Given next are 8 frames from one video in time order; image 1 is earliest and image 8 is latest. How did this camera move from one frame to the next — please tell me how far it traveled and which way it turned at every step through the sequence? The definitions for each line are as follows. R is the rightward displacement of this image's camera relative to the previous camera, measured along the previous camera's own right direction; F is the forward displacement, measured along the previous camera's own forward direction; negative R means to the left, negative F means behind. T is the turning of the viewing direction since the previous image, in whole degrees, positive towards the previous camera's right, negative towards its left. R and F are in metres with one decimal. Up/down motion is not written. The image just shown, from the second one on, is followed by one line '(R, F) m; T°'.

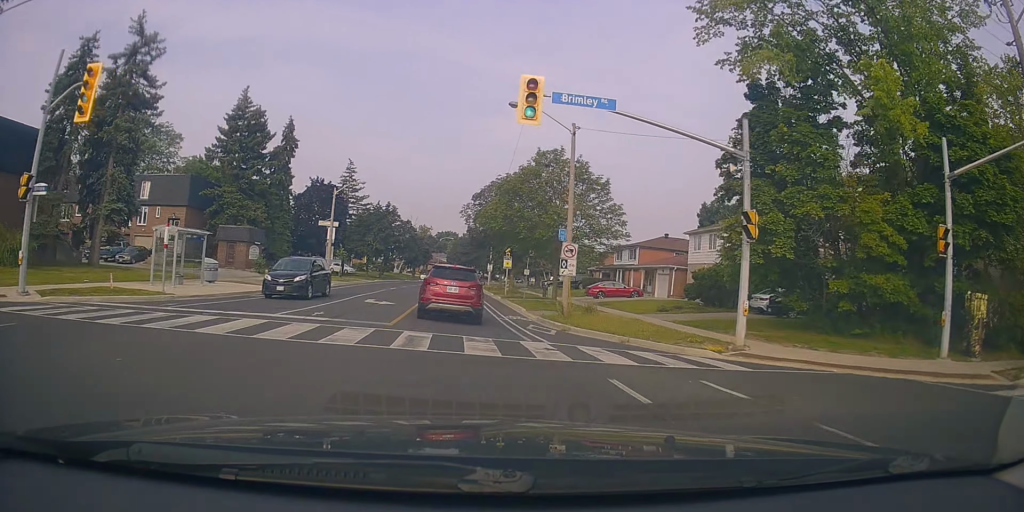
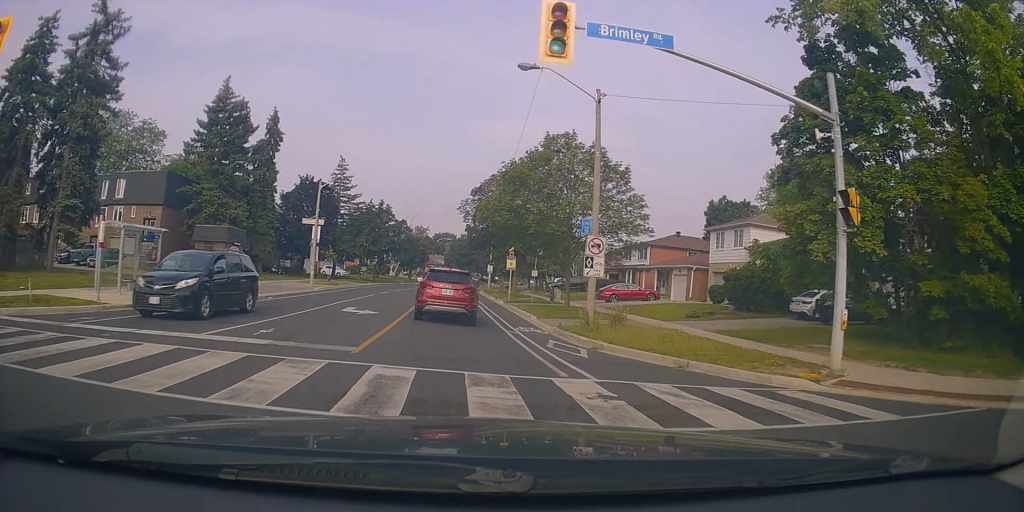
(+0.2, +4.3) m; 0°
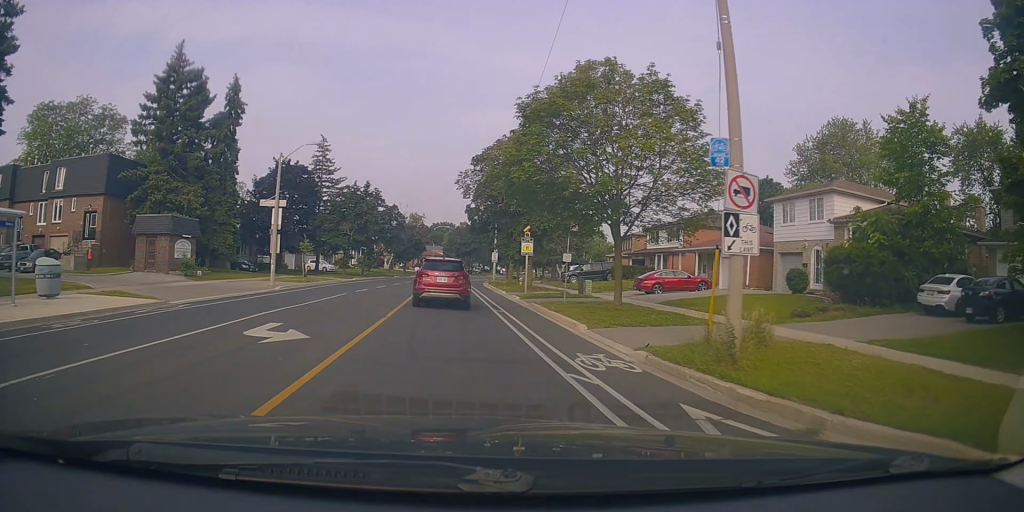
(-0.1, +9.0) m; -1°
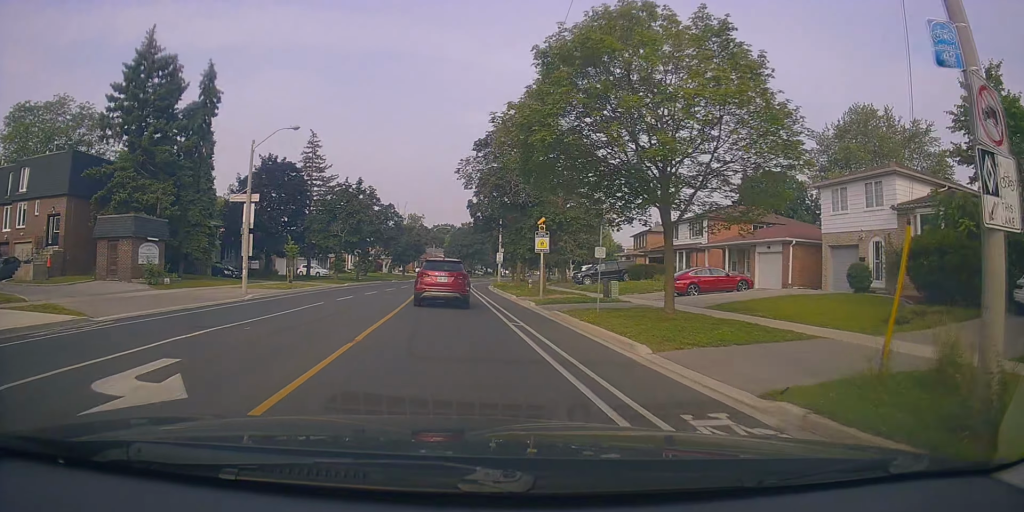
(-0.2, +4.7) m; -1°
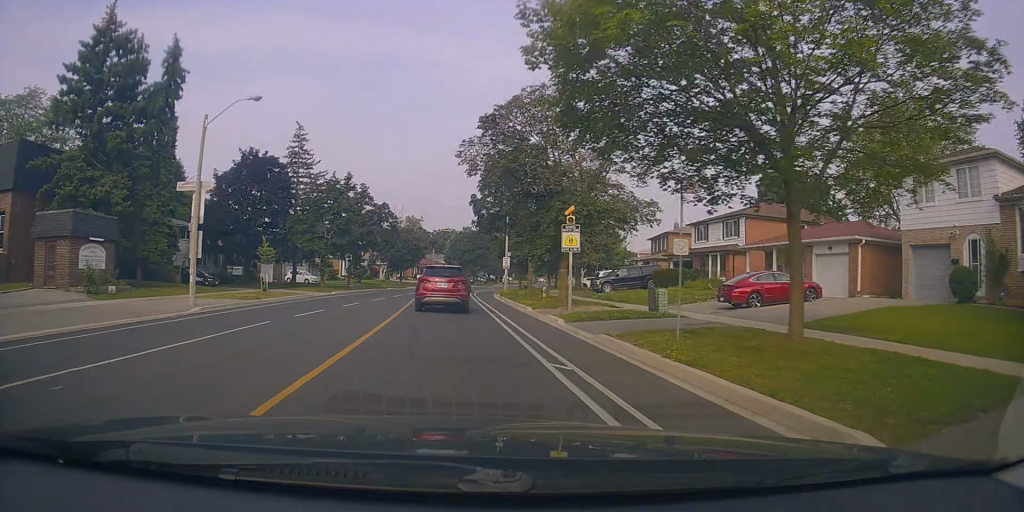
(+0.1, +6.1) m; +1°
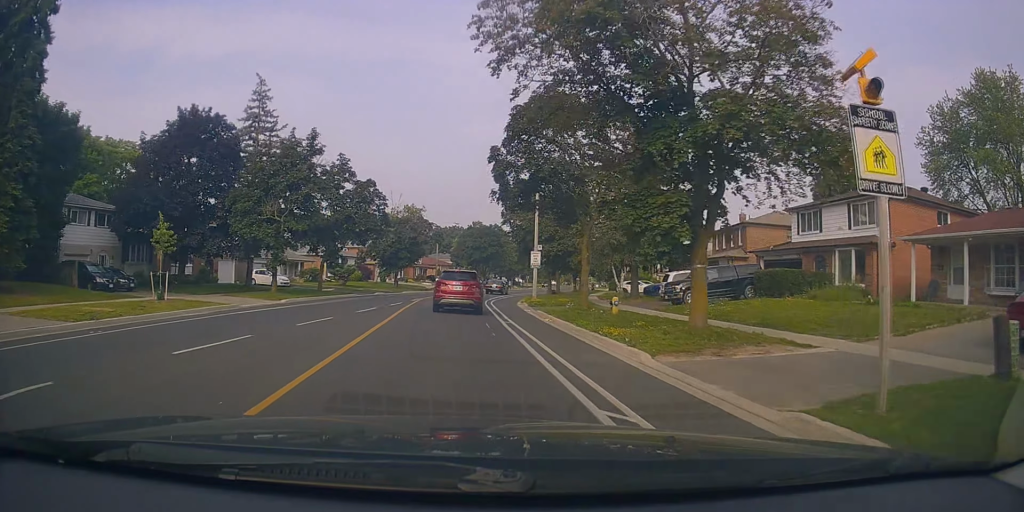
(+0.2, +14.5) m; -1°
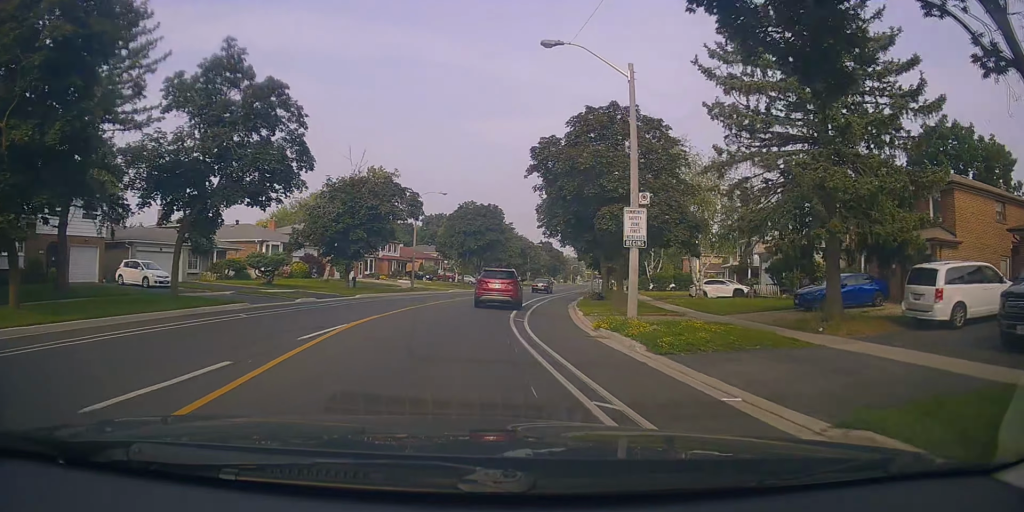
(-0.4, +21.4) m; +1°
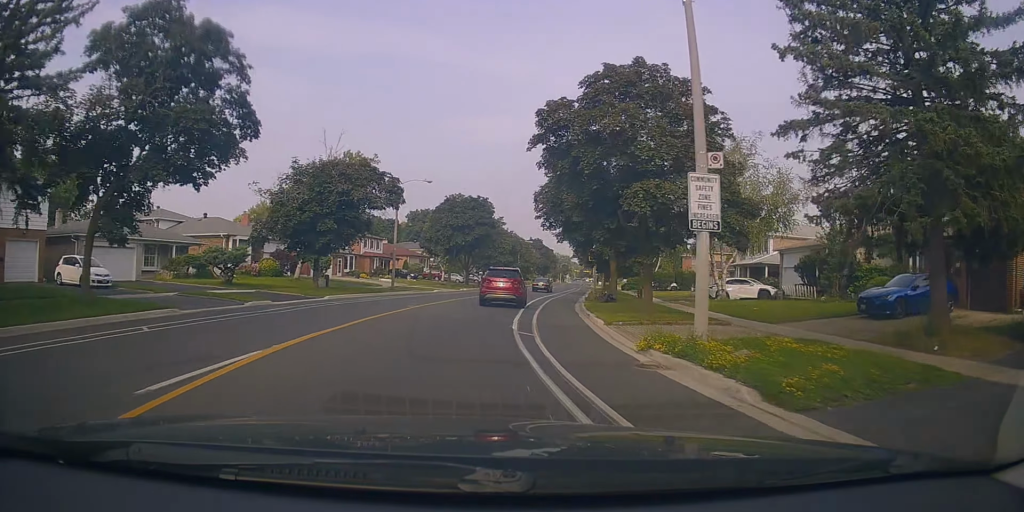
(+0.1, +5.1) m; +1°
